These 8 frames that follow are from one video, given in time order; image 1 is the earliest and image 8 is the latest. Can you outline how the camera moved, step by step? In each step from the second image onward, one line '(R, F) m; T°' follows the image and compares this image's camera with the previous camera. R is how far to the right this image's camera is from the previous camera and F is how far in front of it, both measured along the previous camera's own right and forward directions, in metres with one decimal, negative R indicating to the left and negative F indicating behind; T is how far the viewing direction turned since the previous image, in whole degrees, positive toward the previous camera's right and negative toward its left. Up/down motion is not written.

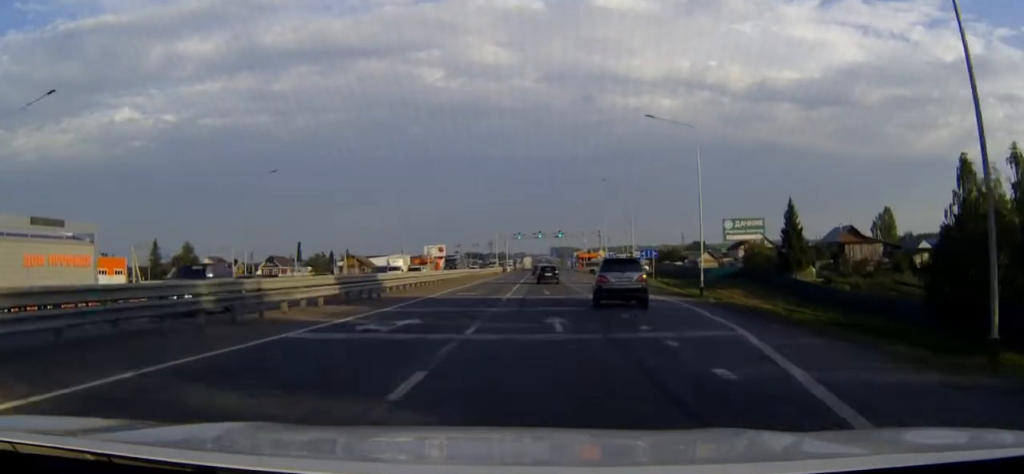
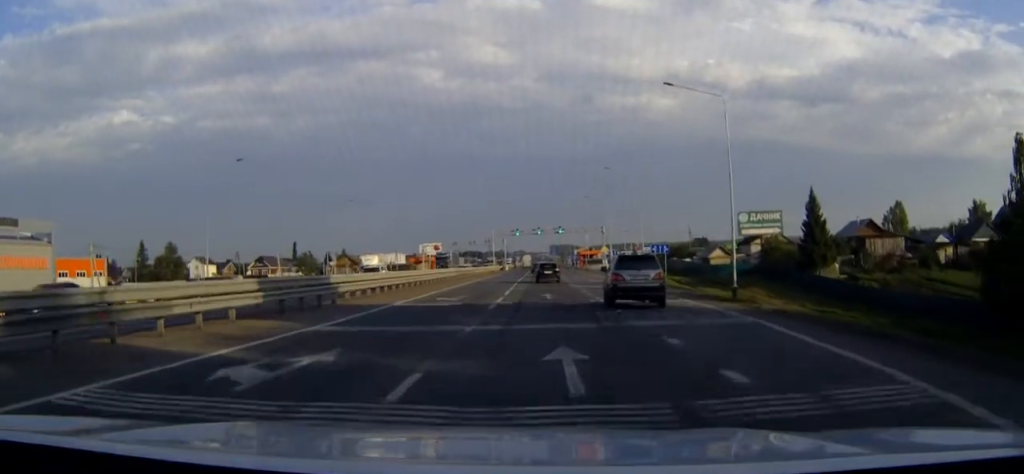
(0.0, +8.0) m; 0°
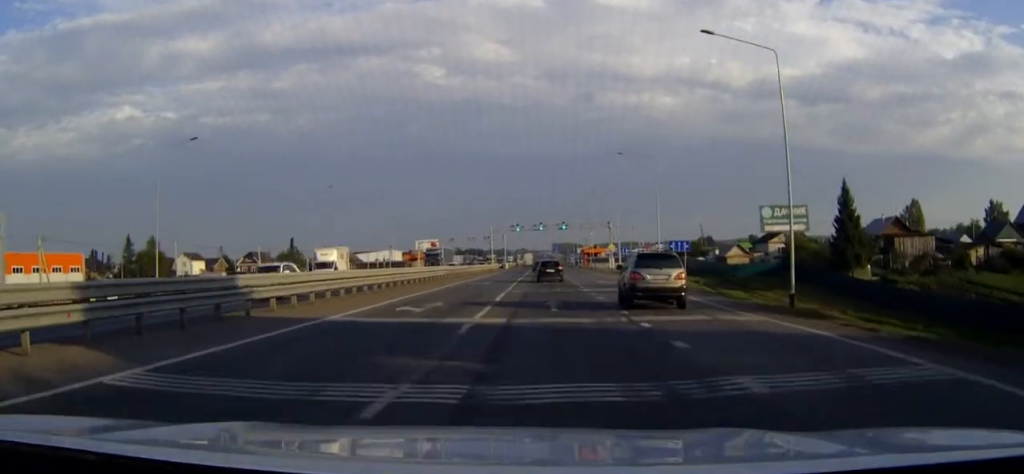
(0.0, +8.8) m; 0°
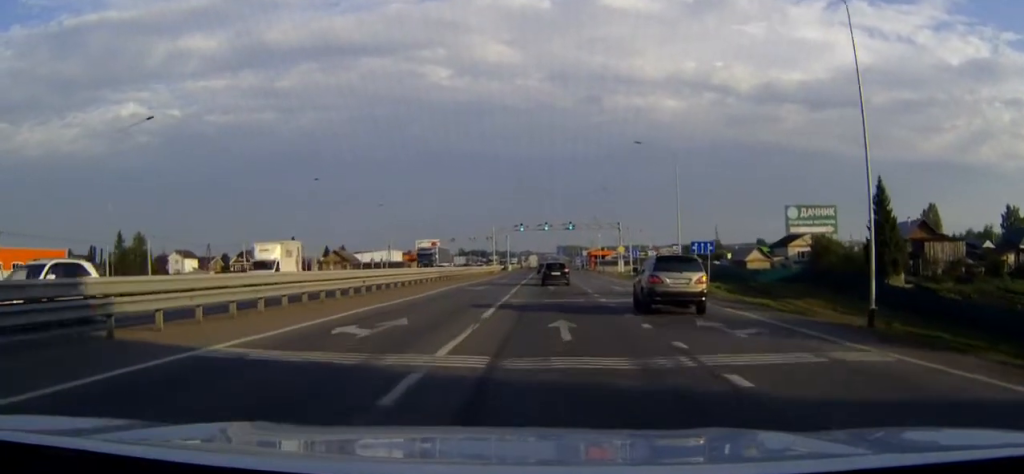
(0.0, +7.3) m; 0°
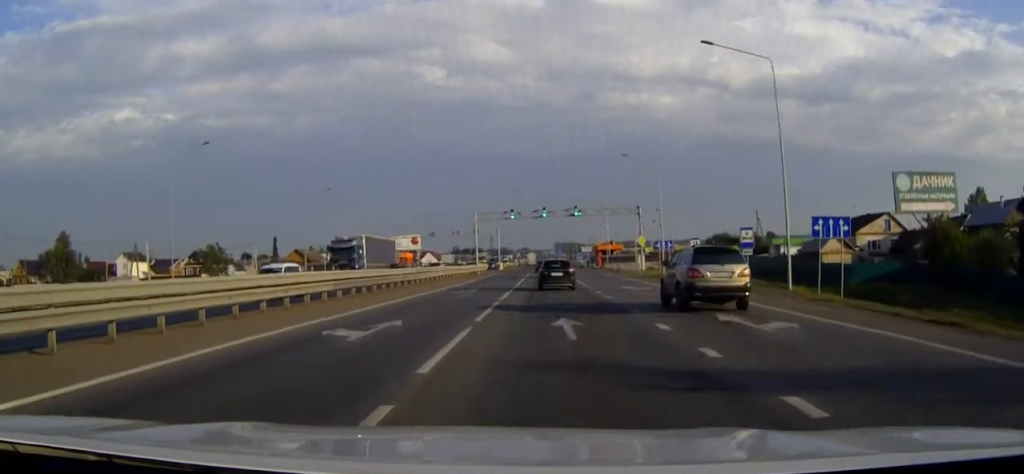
(-0.4, +25.9) m; -3°
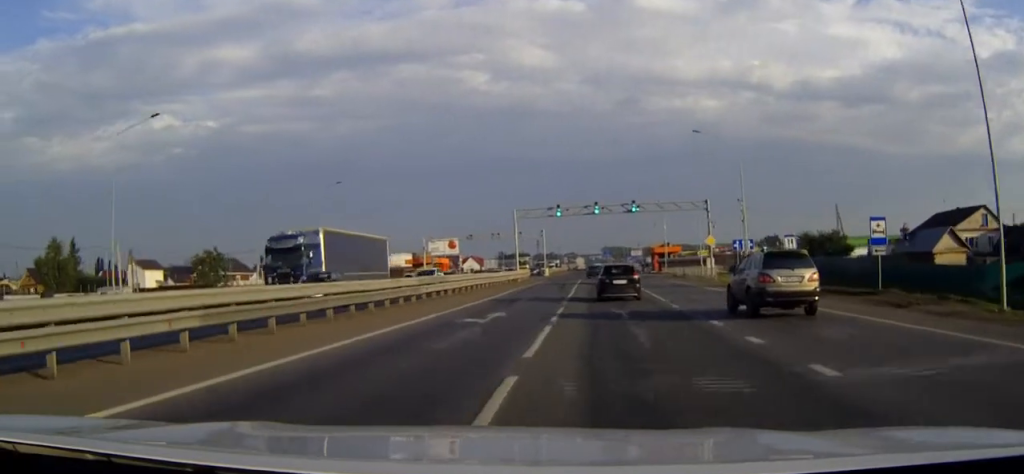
(-0.2, +13.8) m; -1°
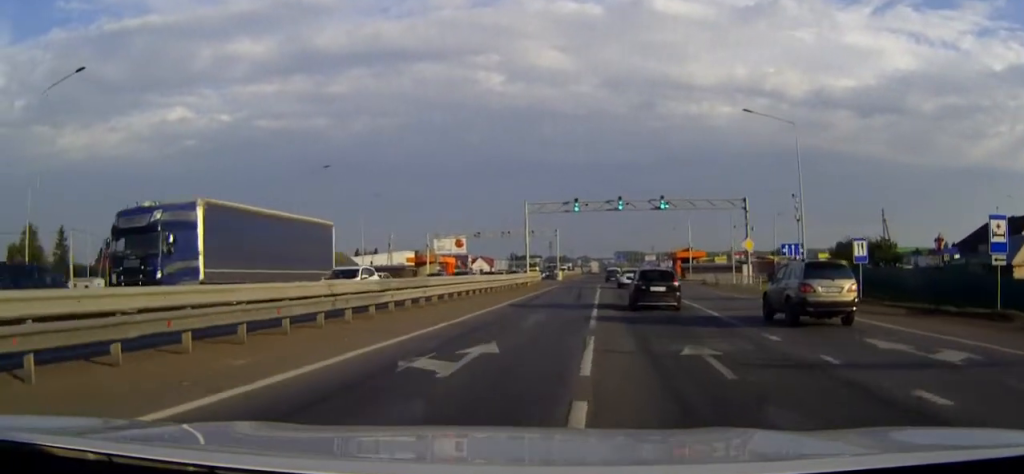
(0.0, +9.6) m; +1°
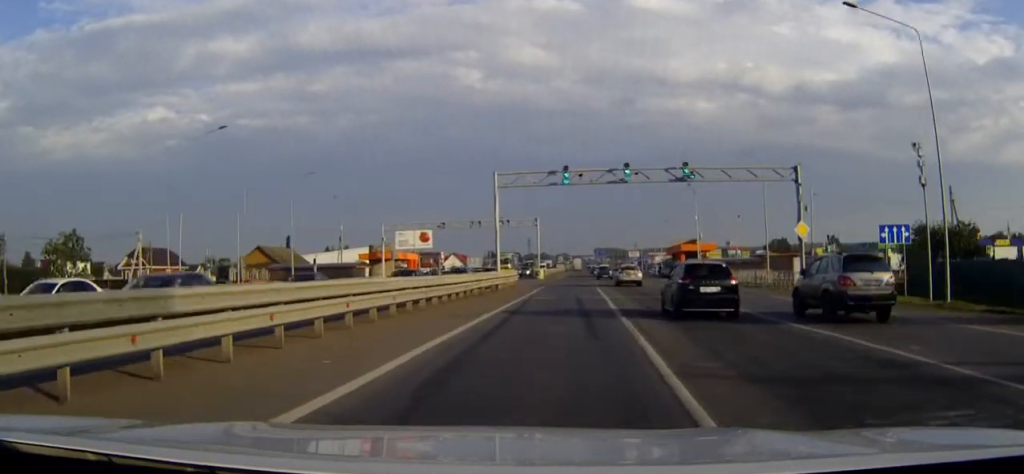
(+0.3, +18.3) m; +2°
